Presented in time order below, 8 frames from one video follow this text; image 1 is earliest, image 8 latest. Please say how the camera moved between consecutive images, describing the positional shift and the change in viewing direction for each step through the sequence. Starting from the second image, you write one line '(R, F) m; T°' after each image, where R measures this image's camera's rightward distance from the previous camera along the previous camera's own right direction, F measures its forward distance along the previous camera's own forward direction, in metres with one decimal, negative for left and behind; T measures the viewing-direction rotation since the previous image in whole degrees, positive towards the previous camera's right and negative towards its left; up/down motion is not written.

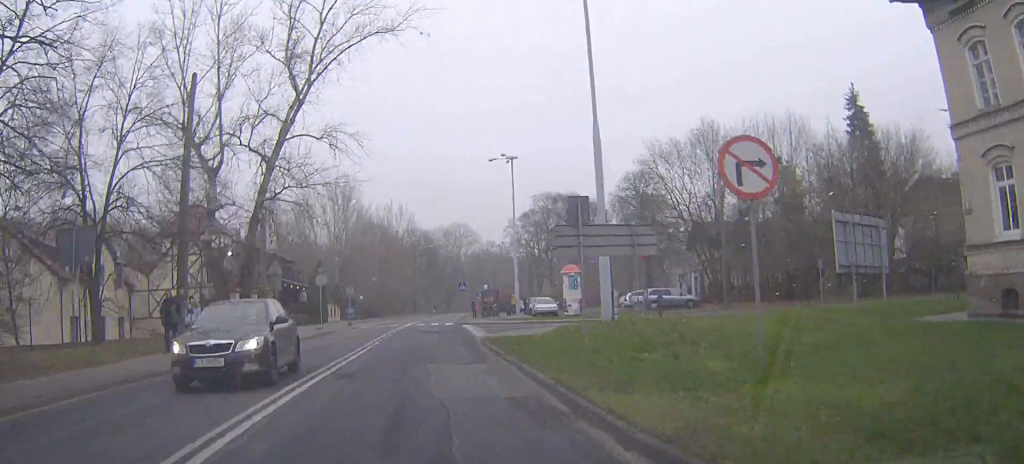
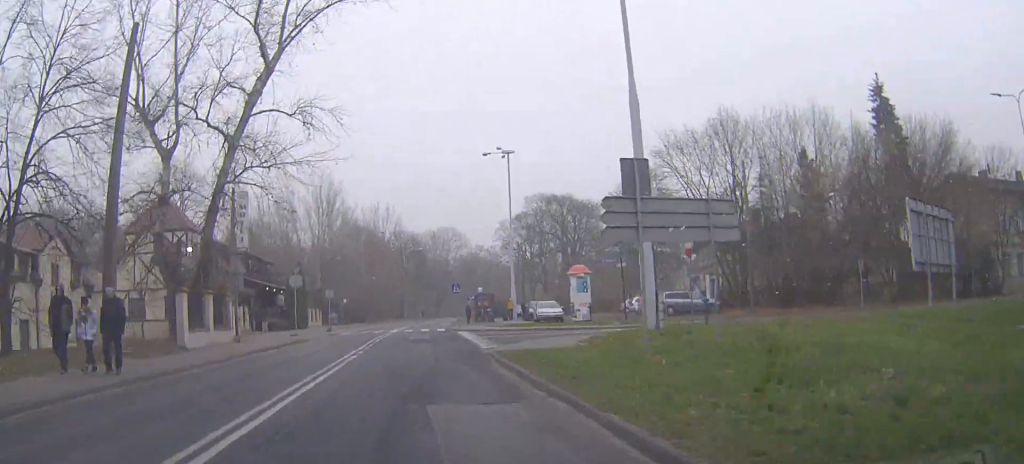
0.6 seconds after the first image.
(-0.1, +6.1) m; +1°
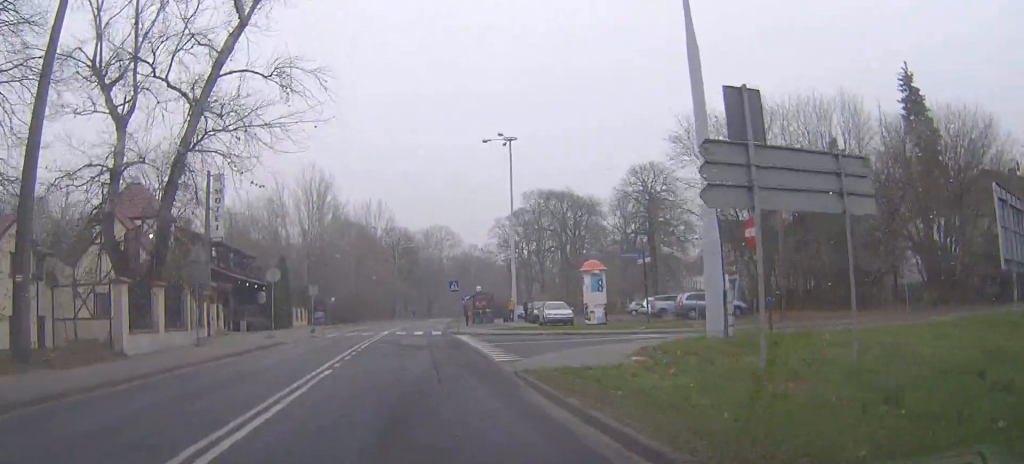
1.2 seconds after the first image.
(0.0, +5.0) m; +1°
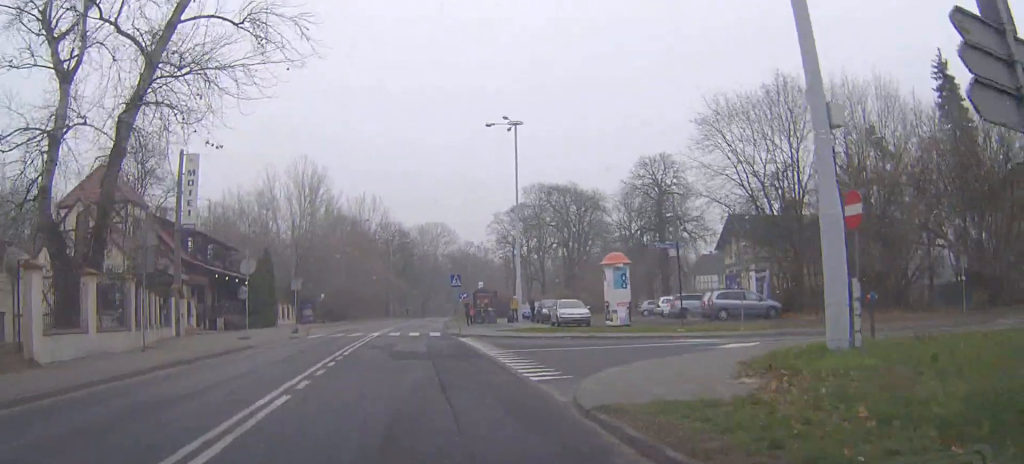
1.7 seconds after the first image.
(+0.1, +5.0) m; +2°
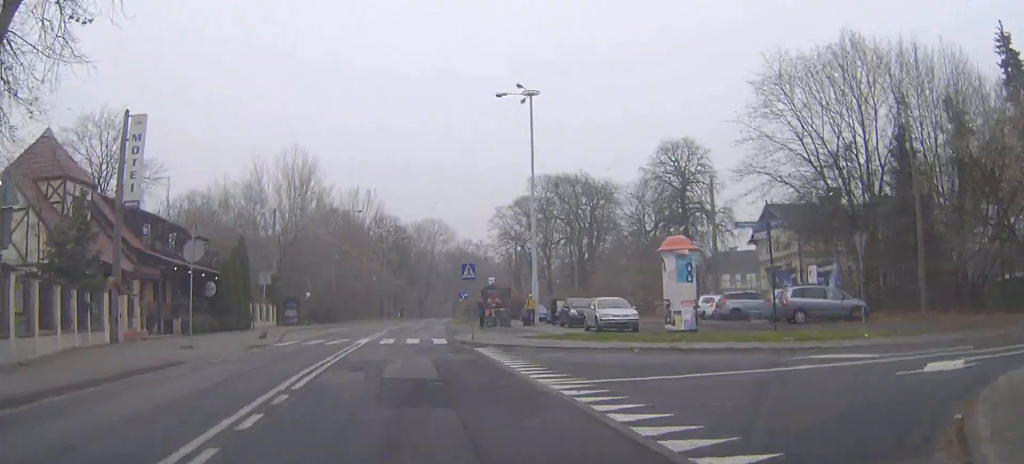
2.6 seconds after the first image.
(+0.2, +8.5) m; 0°
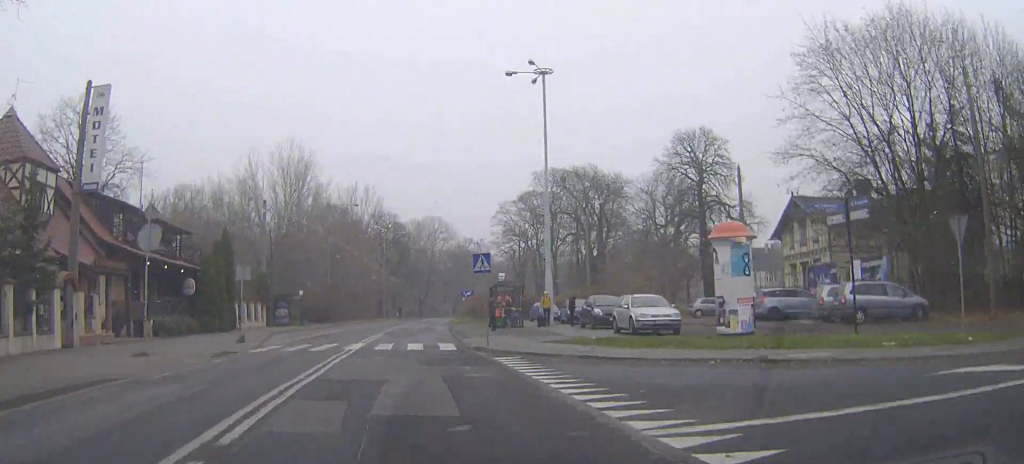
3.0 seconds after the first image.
(+0.1, +4.6) m; 0°
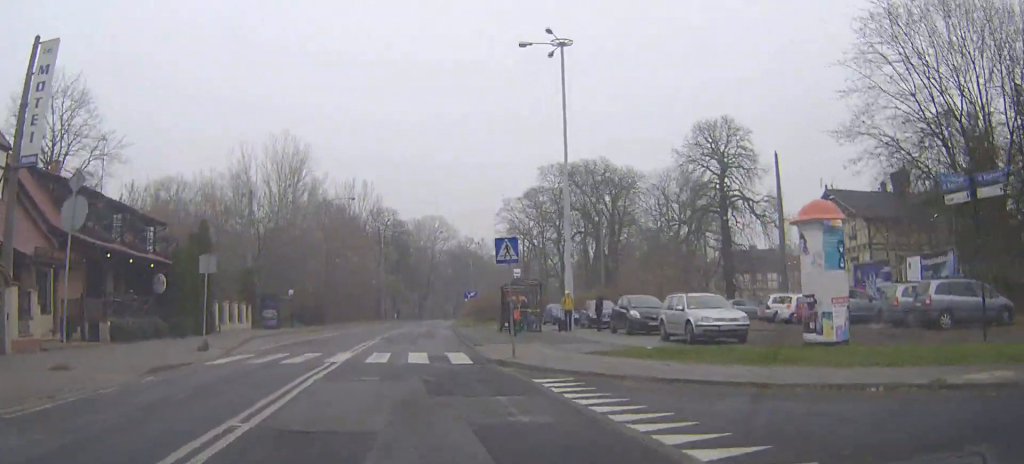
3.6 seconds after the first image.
(-0.2, +5.1) m; 0°
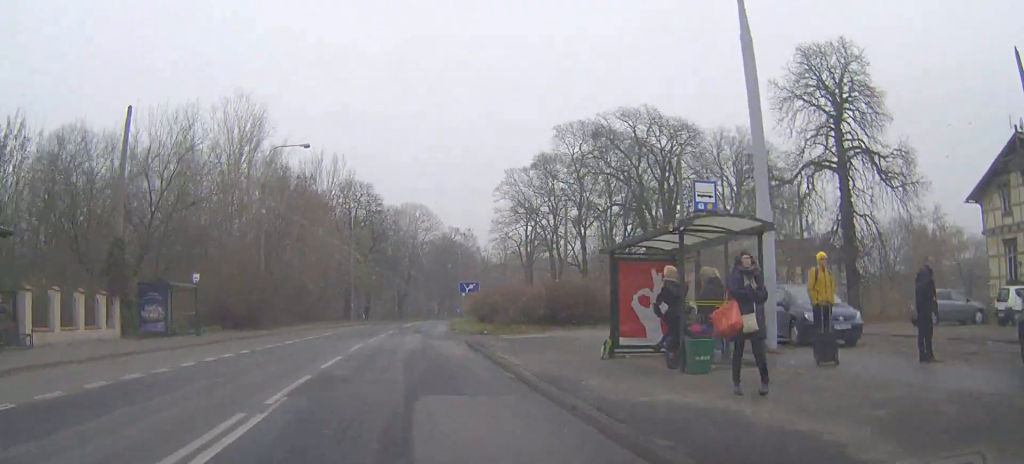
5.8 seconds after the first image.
(+0.2, +22.6) m; +1°
